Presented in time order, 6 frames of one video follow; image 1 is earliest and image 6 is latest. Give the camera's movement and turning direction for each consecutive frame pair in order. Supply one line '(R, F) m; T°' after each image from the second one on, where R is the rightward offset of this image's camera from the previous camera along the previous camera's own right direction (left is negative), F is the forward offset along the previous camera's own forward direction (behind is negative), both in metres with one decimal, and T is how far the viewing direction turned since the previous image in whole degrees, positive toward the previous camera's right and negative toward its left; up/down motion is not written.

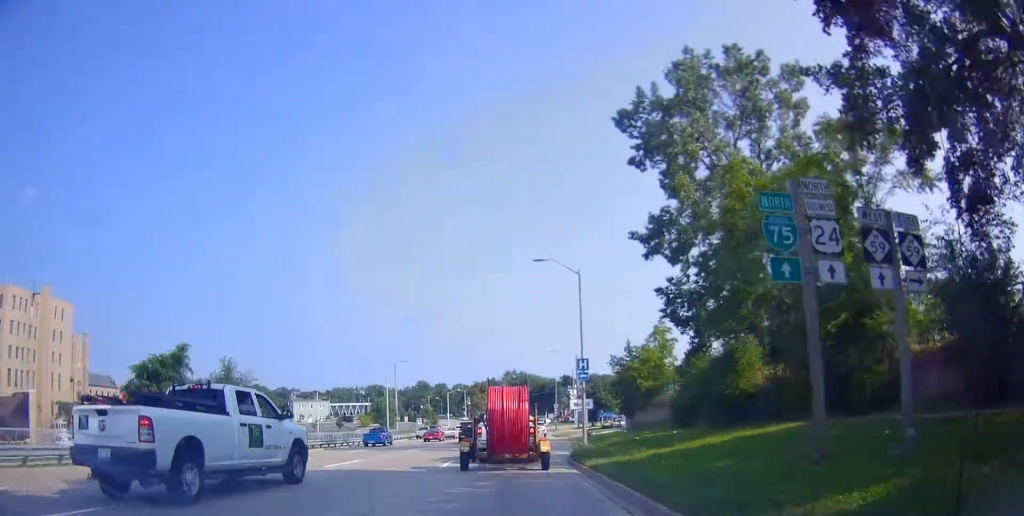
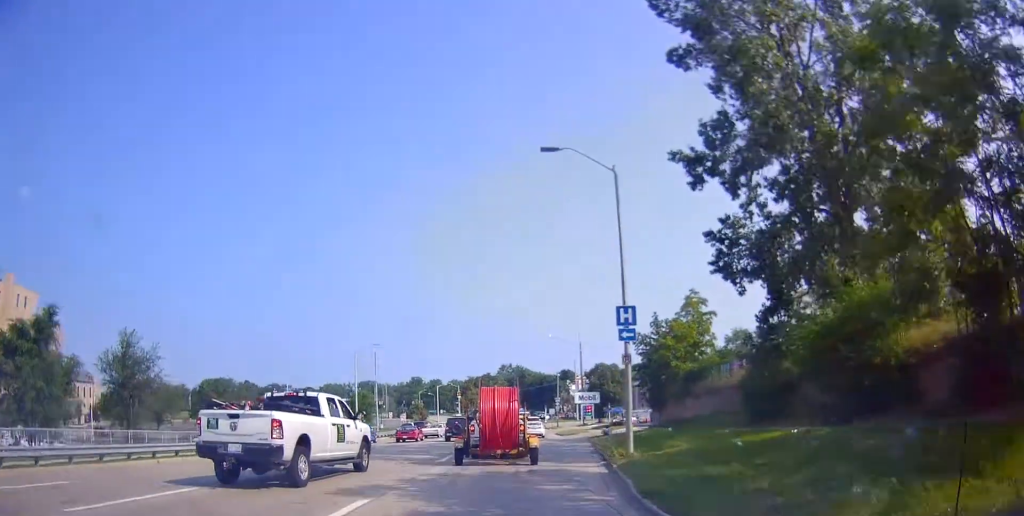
(+0.3, +13.4) m; +4°
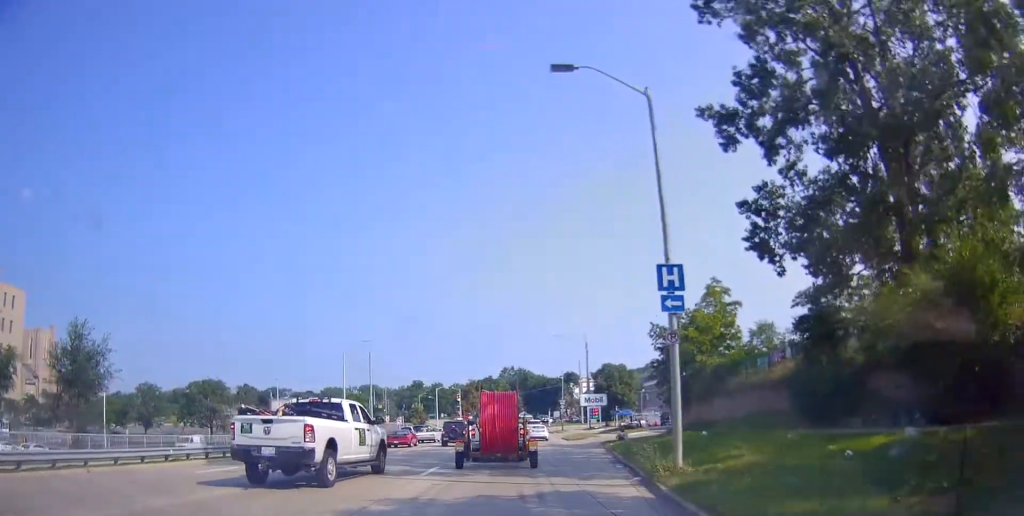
(0.0, +4.9) m; 0°
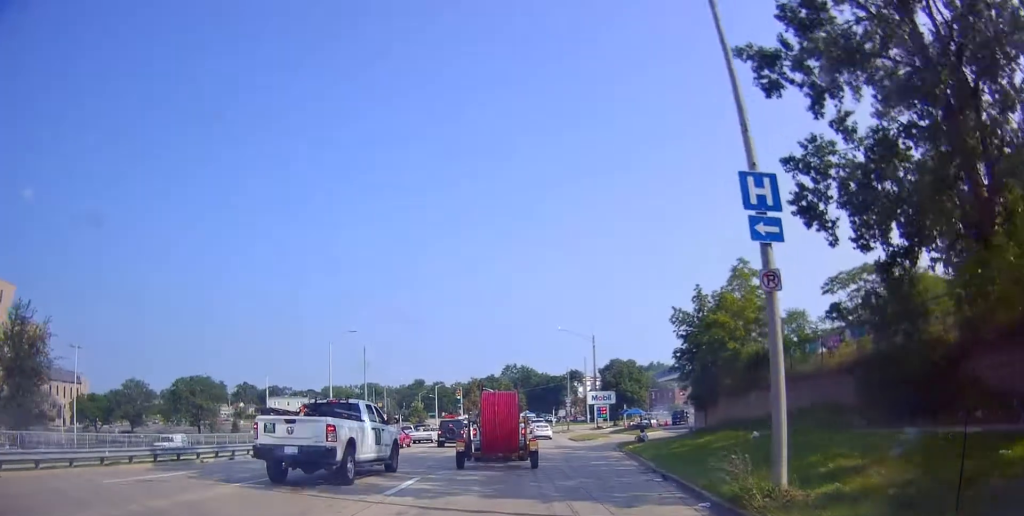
(0.0, +5.0) m; -1°
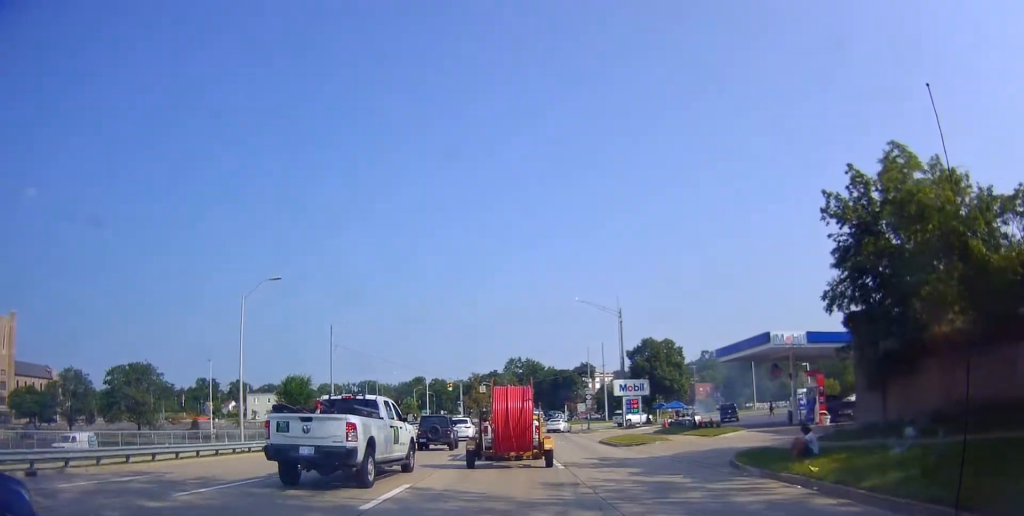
(-0.5, +17.6) m; +1°
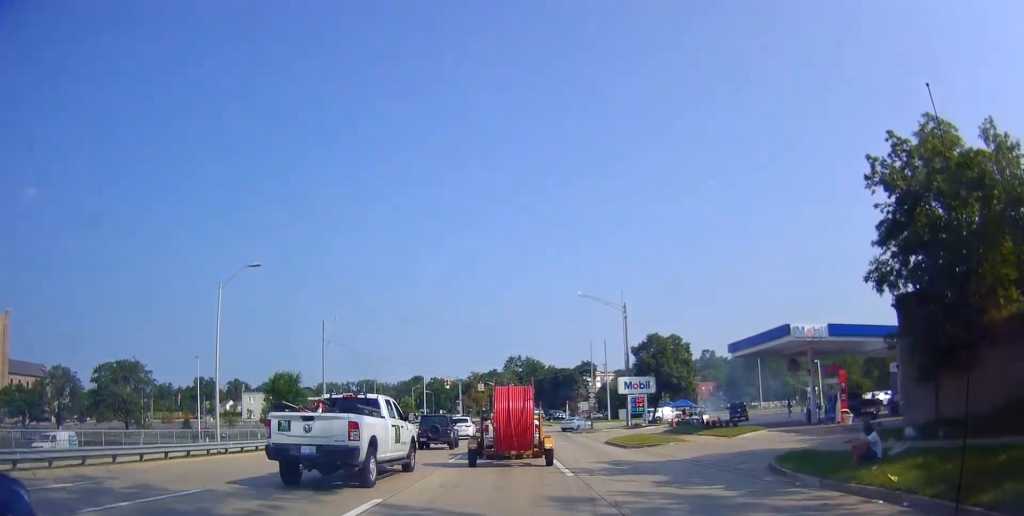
(0.0, +2.8) m; 0°
